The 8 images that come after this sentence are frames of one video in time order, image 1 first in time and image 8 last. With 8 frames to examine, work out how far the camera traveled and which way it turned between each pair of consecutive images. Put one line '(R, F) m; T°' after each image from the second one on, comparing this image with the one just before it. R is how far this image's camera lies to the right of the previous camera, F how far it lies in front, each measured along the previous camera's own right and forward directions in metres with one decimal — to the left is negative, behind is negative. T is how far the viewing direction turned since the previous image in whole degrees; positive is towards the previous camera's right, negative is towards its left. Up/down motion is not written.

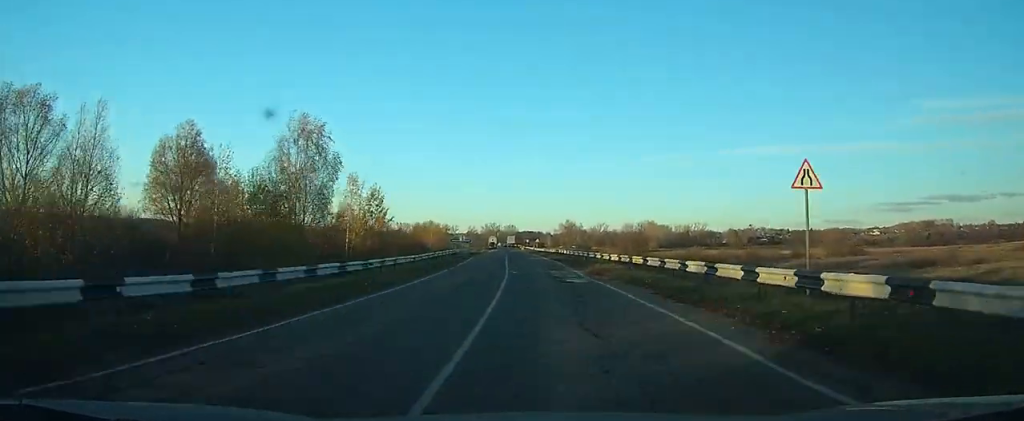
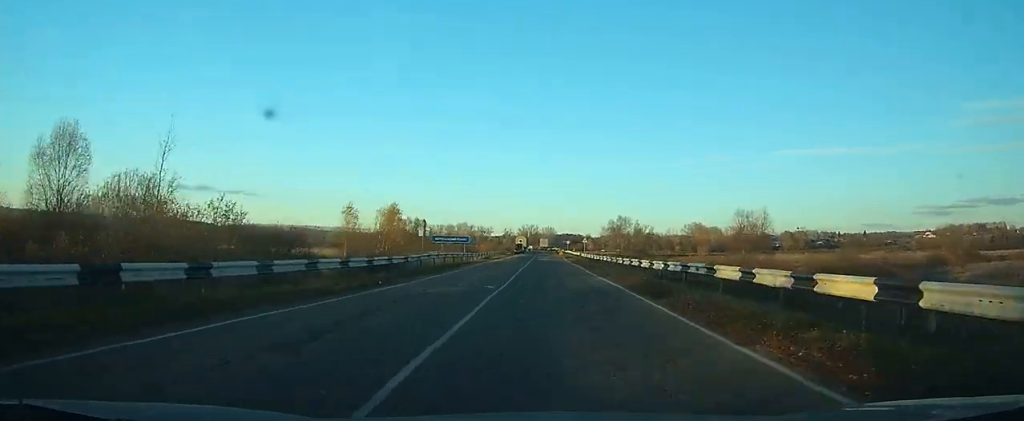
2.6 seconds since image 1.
(-1.7, +46.2) m; -3°
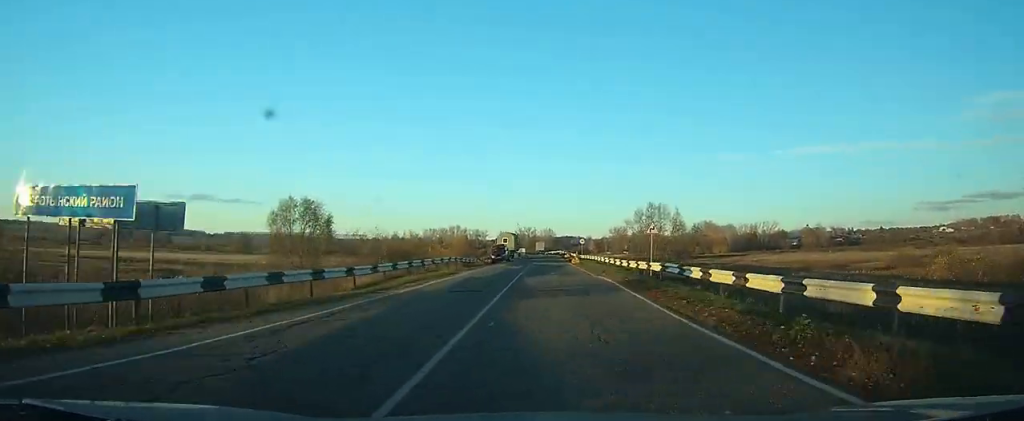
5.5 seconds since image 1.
(-0.3, +52.7) m; 0°
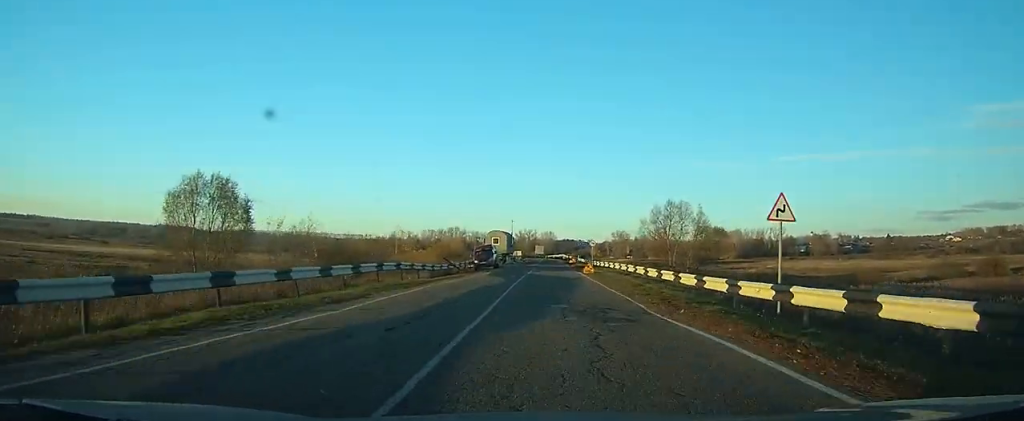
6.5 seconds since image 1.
(0.0, +17.8) m; 0°
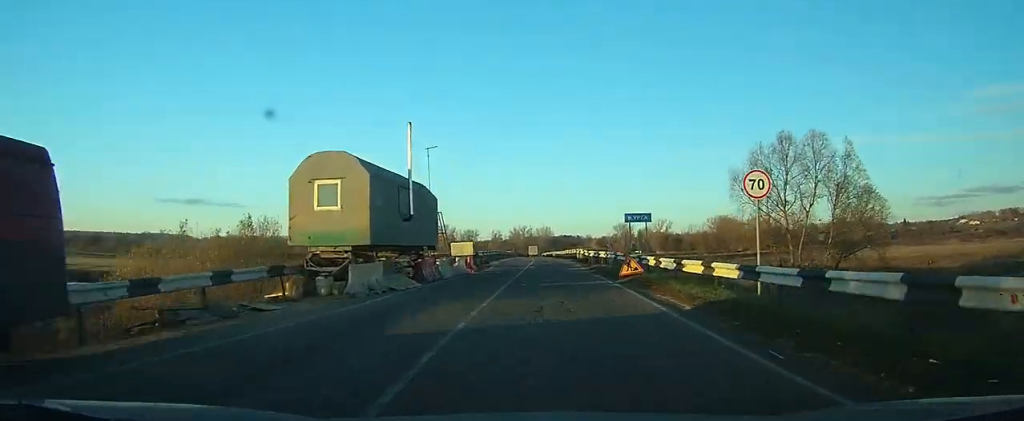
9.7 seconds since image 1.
(+0.2, +53.2) m; +1°
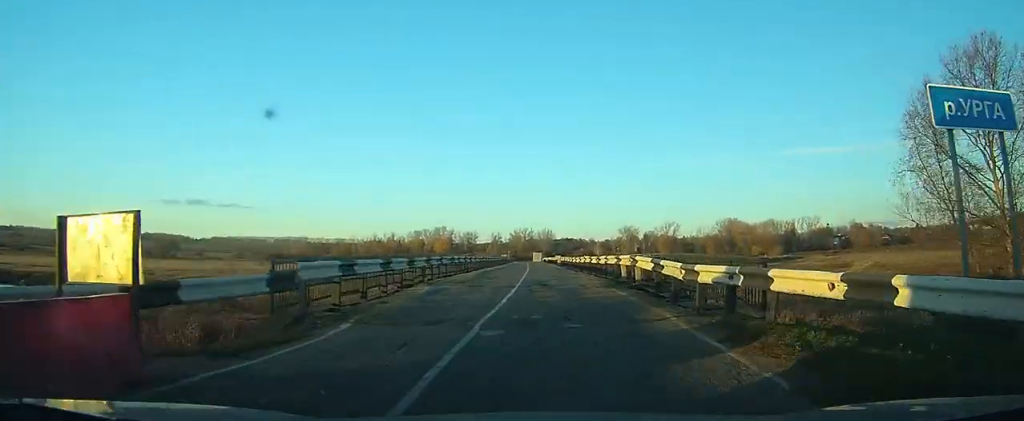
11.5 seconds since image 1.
(+0.1, +26.9) m; 0°
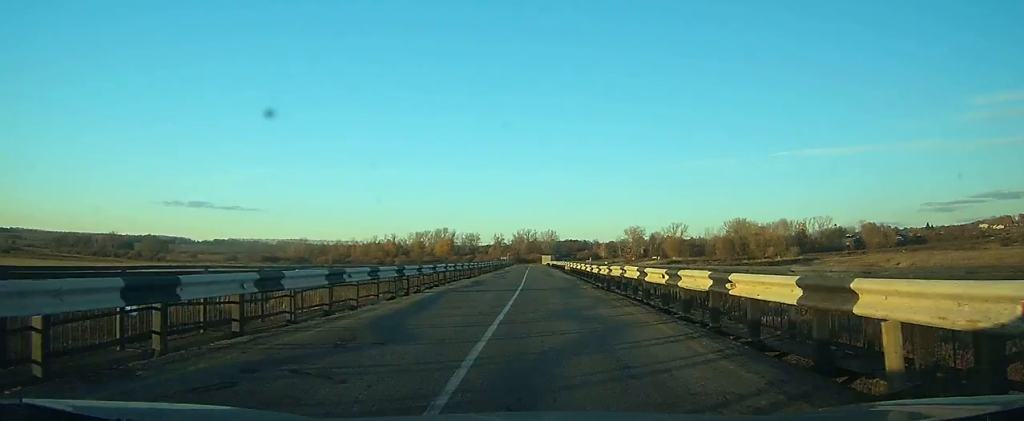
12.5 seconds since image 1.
(0.0, +15.4) m; 0°
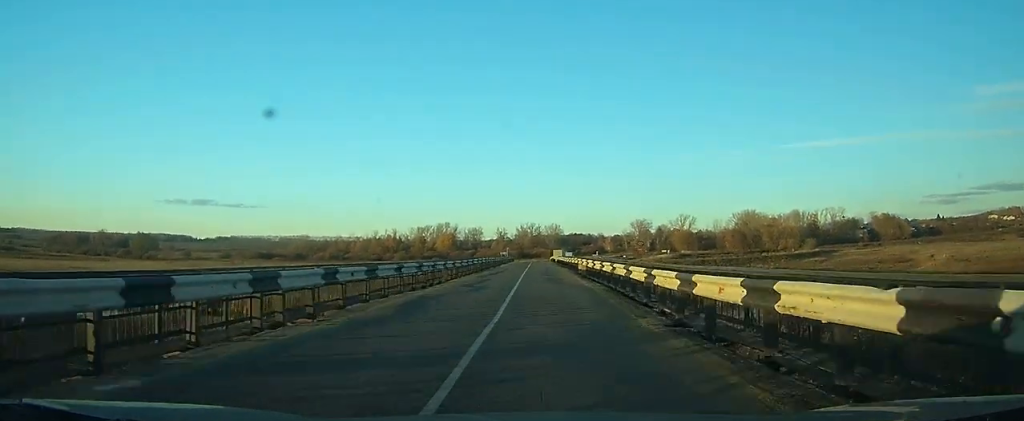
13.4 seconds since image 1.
(0.0, +15.5) m; 0°
